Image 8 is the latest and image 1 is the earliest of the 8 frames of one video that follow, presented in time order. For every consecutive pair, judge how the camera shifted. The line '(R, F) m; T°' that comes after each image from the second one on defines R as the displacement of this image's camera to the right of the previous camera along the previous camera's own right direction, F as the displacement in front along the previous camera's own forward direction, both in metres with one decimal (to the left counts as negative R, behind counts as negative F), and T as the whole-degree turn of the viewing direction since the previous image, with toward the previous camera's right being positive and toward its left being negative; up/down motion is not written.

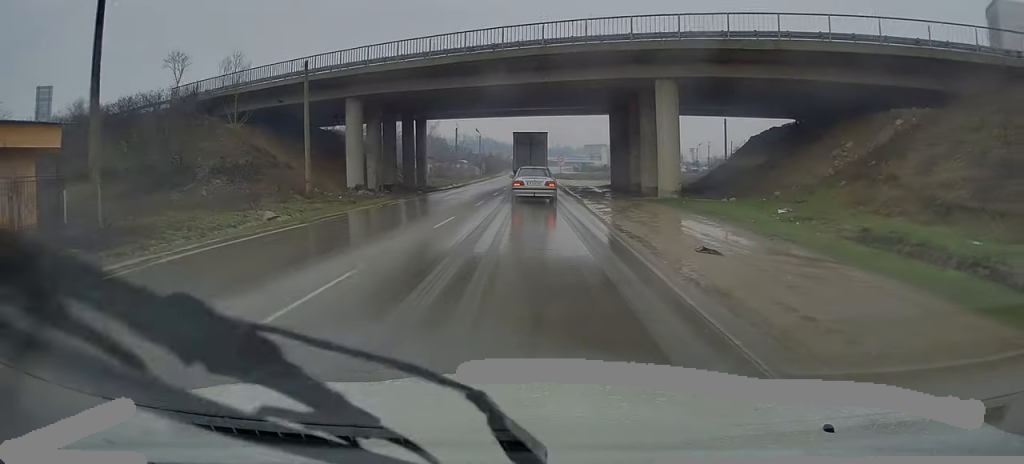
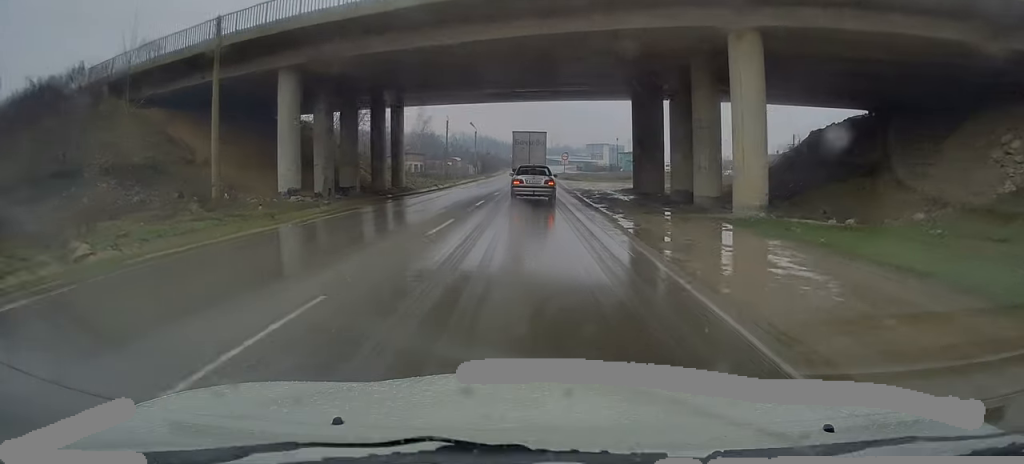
(0.0, +10.6) m; -1°
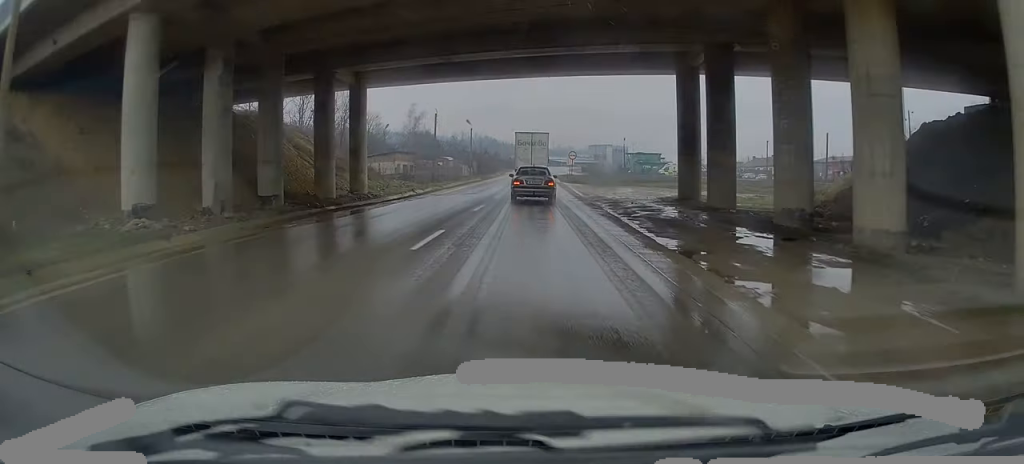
(-0.2, +11.6) m; +1°
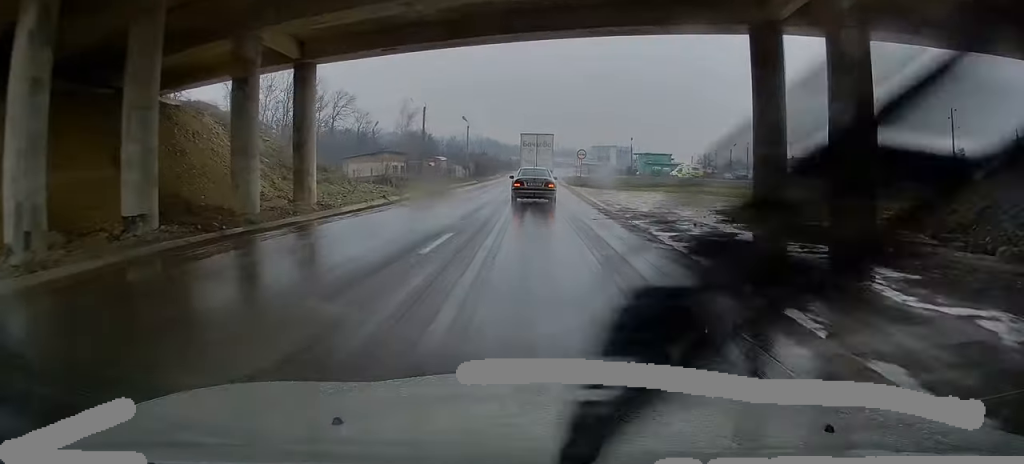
(+0.2, +9.2) m; +2°
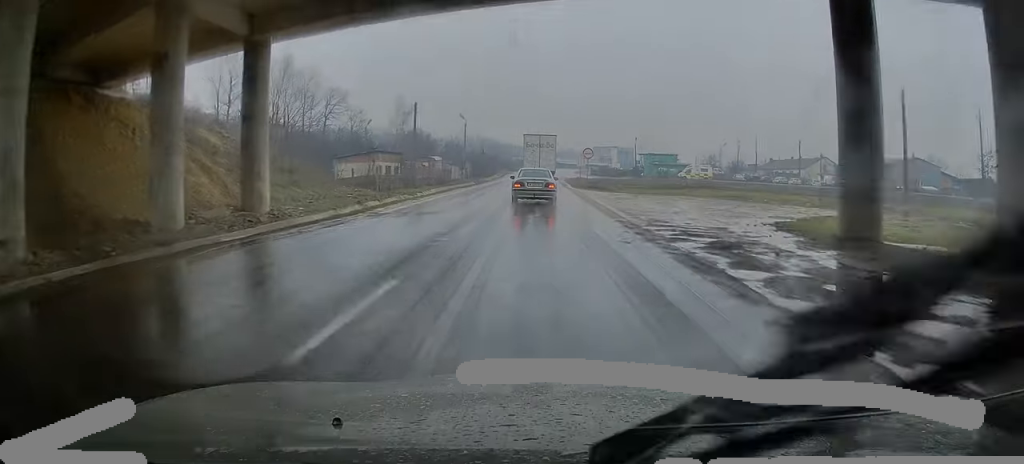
(0.0, +5.2) m; 0°
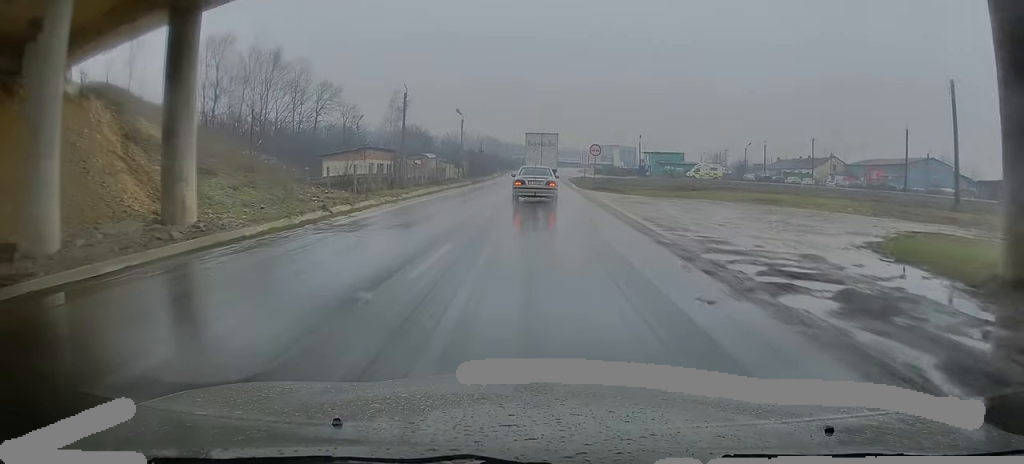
(+0.1, +5.1) m; -1°
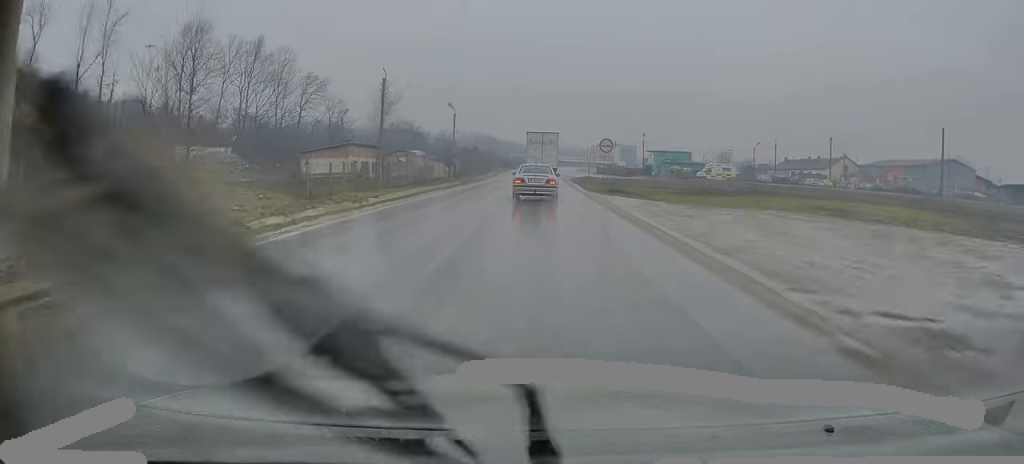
(0.0, +7.1) m; -1°
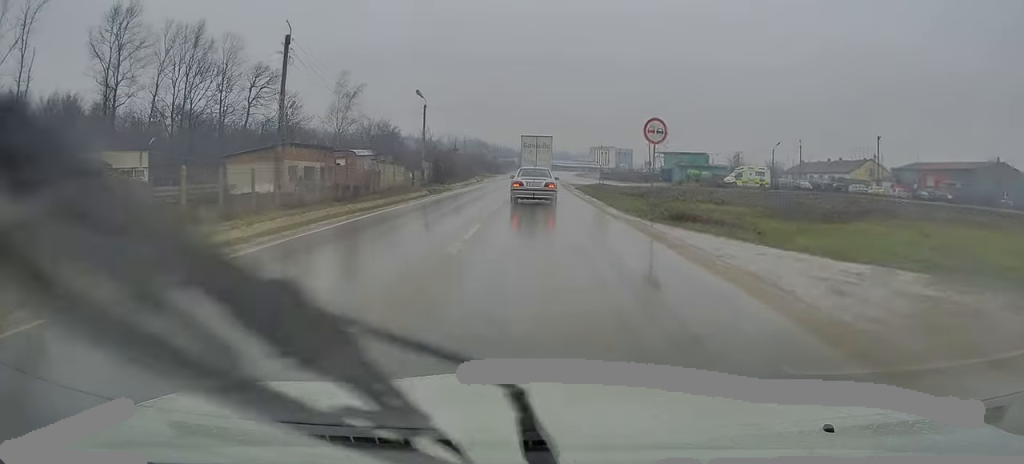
(-0.5, +17.0) m; -1°
